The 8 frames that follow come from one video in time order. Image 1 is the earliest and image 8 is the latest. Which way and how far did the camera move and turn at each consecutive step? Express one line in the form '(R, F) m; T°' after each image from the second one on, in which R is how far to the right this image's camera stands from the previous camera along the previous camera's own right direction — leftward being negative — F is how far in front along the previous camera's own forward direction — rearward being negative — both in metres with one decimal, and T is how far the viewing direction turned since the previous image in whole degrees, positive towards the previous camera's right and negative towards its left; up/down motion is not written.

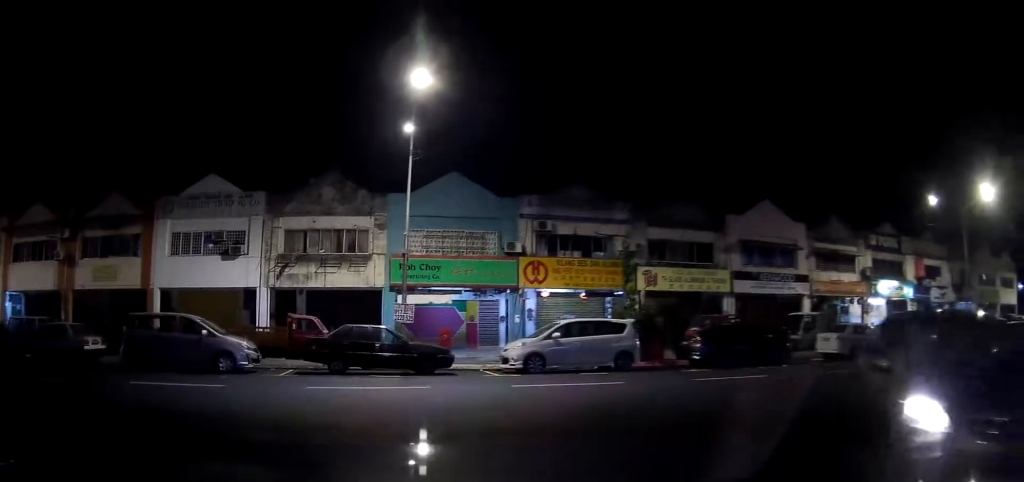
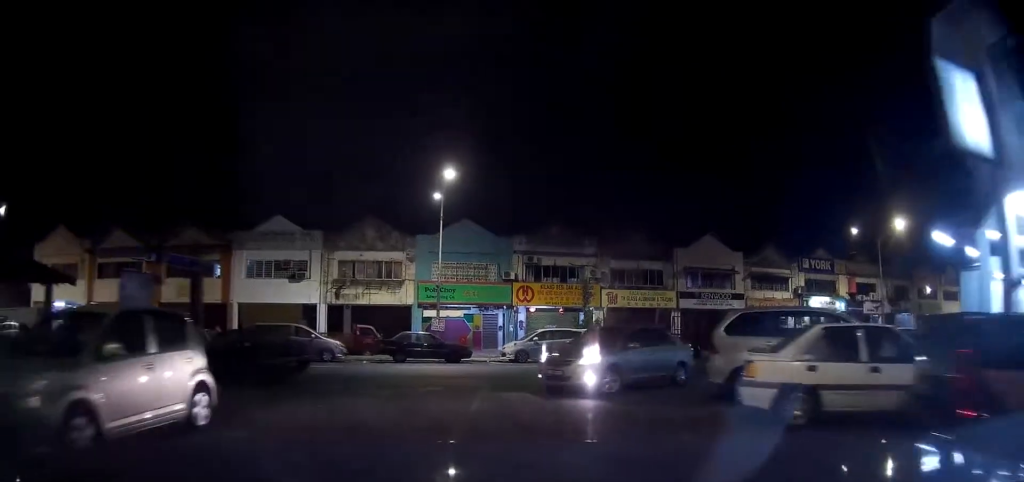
(+0.4, +9.2) m; +3°
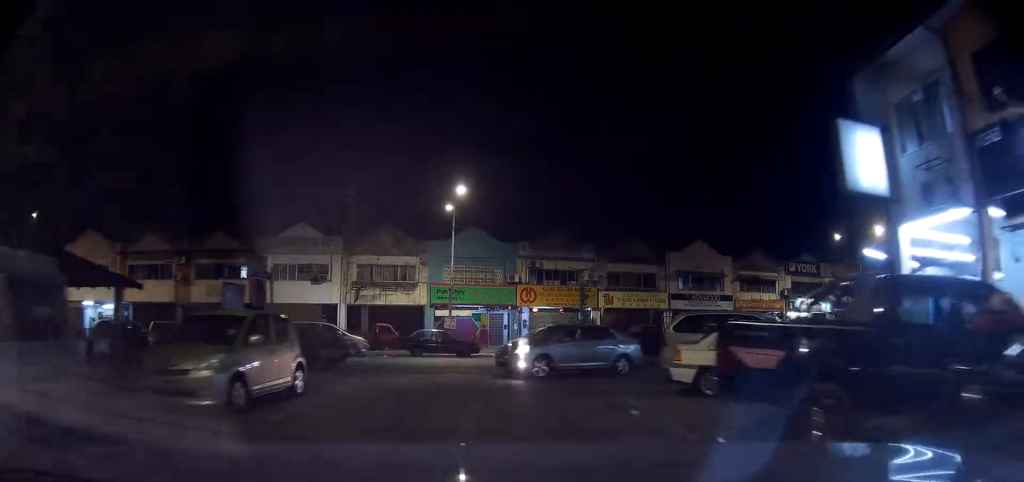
(0.0, +3.6) m; +1°
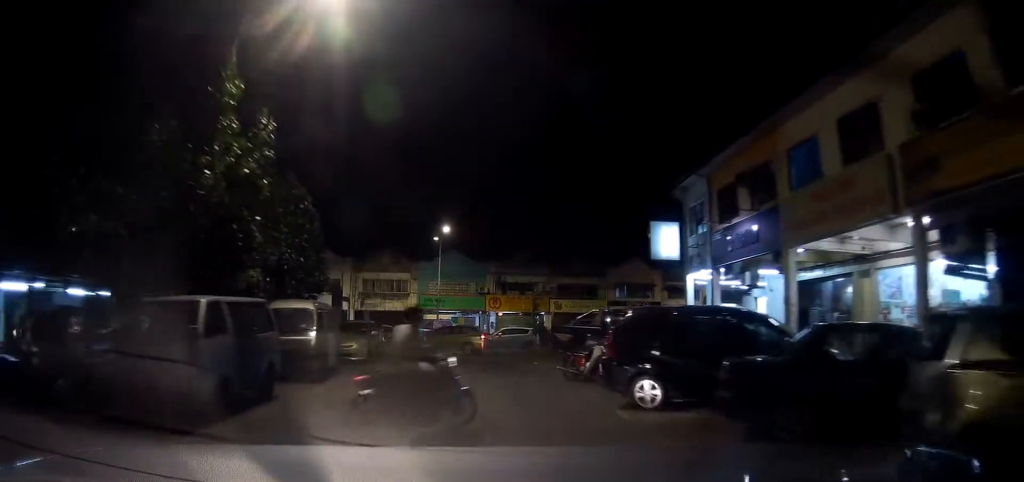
(+0.1, +11.7) m; 0°
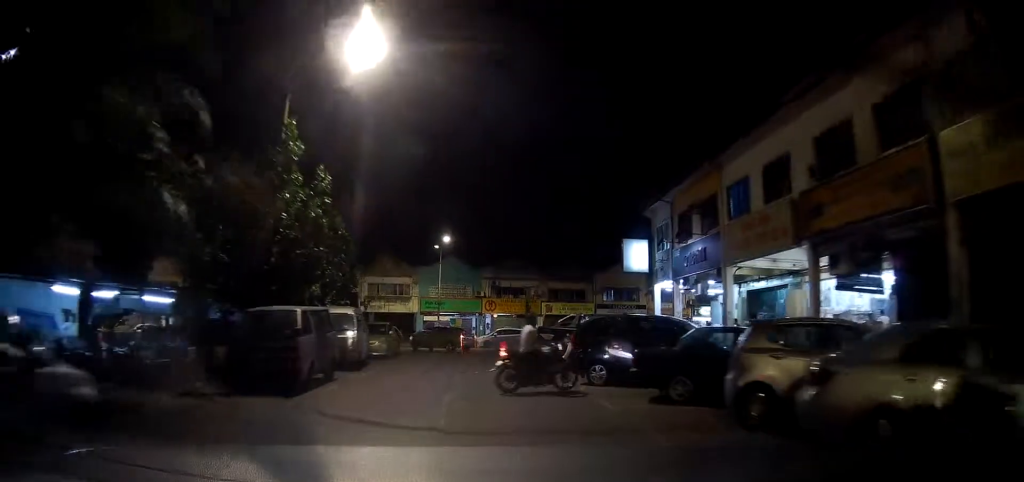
(0.0, +4.2) m; 0°
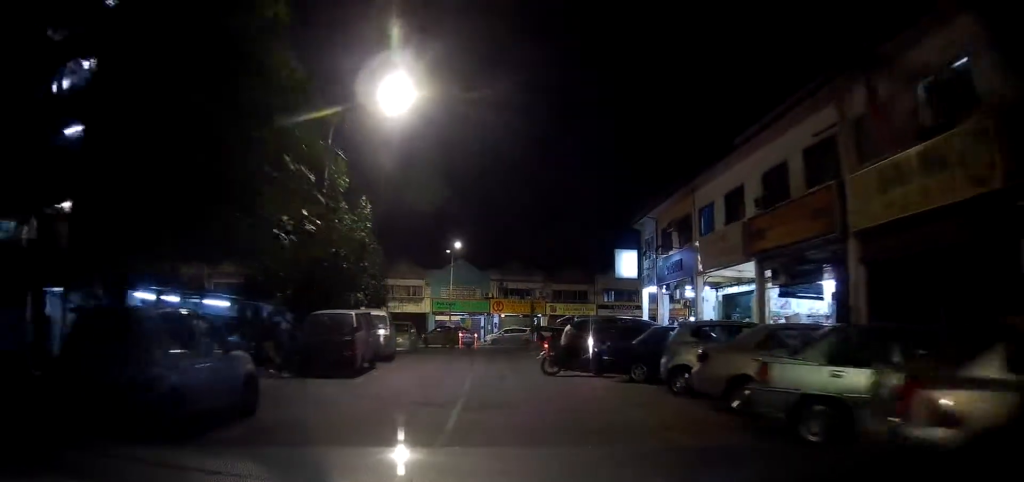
(0.0, +4.1) m; 0°
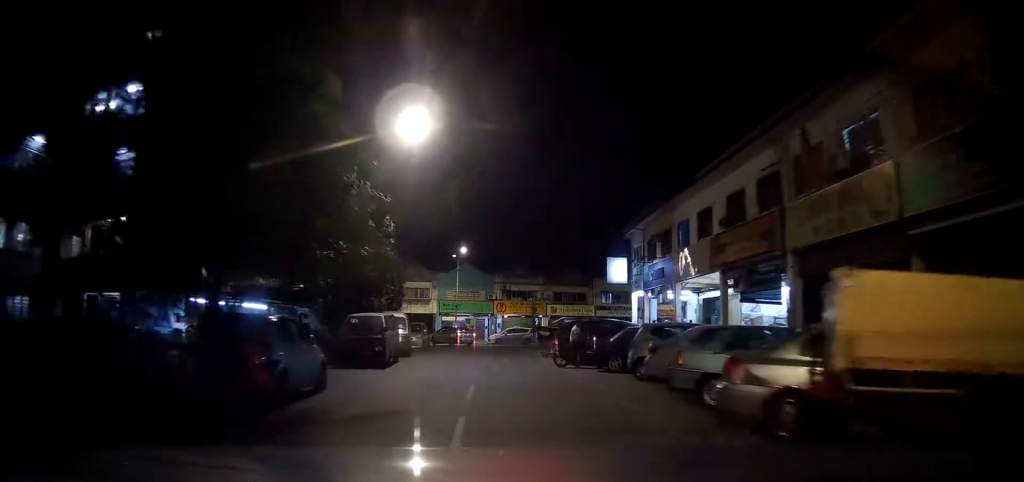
(0.0, +3.4) m; 0°
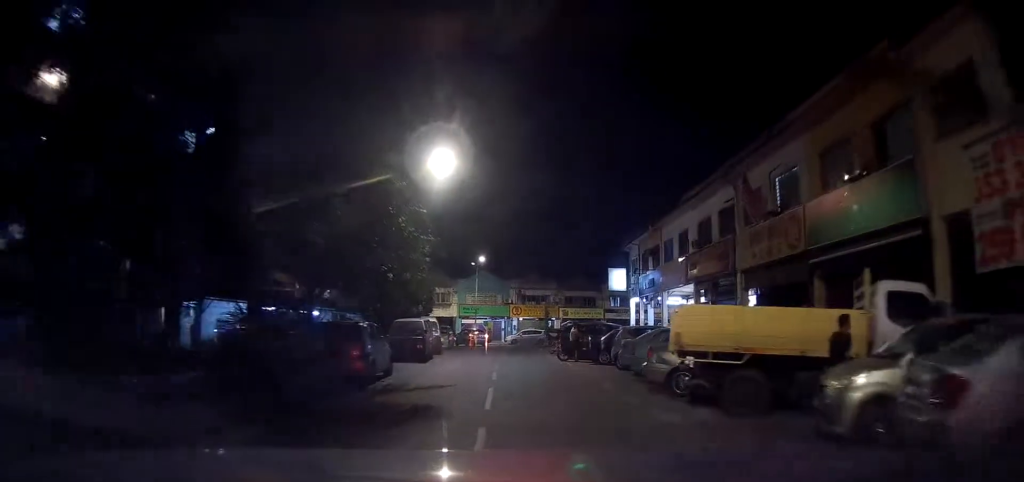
(+0.1, +5.3) m; 0°
